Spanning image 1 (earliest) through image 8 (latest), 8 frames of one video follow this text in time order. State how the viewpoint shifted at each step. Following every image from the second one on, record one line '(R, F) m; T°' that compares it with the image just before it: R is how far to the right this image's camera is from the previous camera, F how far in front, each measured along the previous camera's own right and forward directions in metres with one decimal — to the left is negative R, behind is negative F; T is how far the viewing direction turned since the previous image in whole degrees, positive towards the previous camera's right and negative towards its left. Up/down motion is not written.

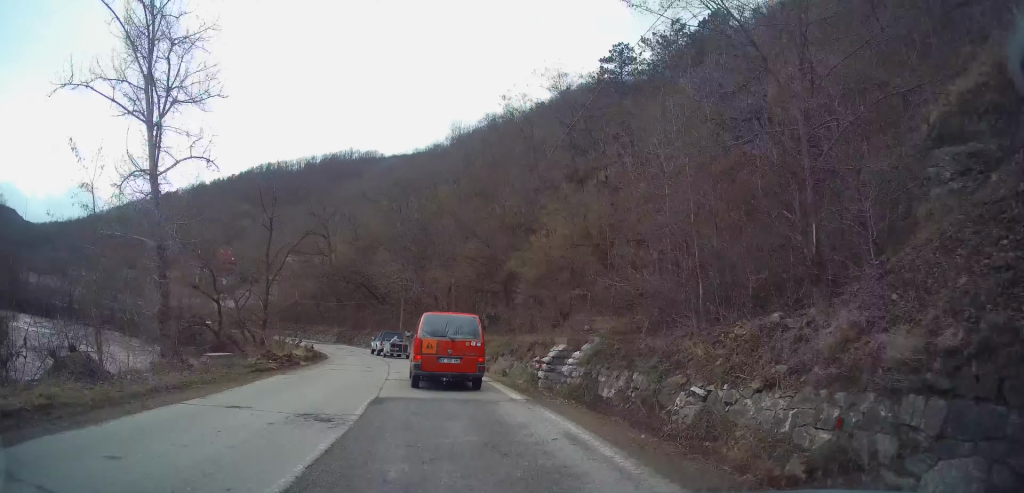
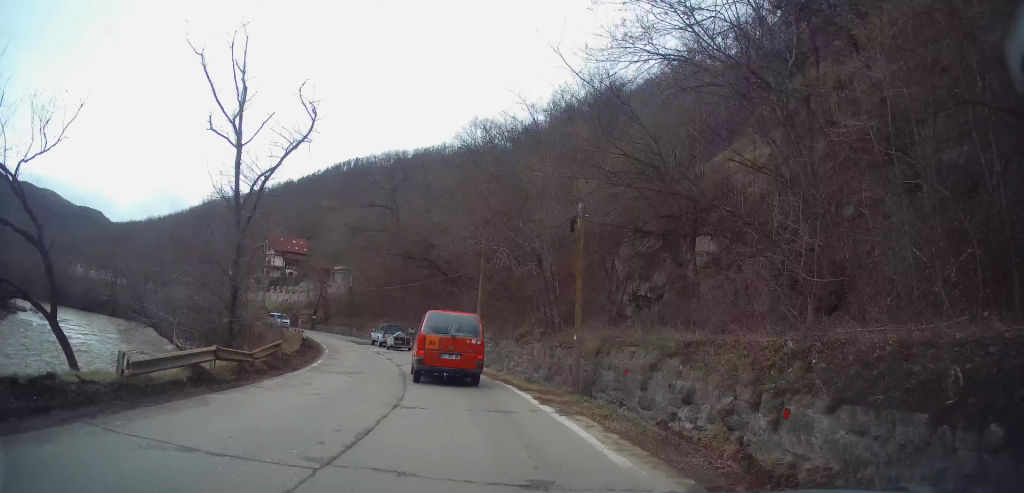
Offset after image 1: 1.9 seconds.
(-1.4, +20.1) m; -9°
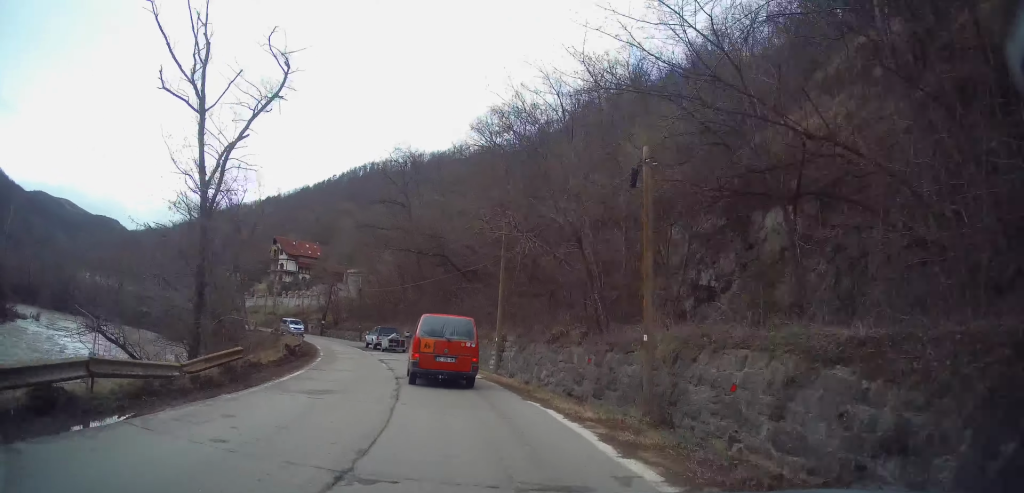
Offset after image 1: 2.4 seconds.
(-0.1, +4.9) m; -3°
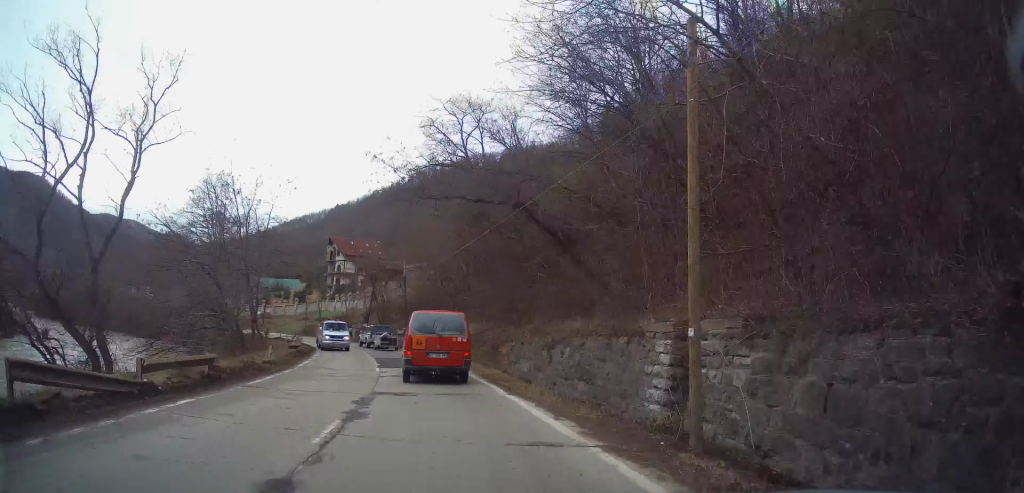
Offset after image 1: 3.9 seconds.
(-1.3, +16.3) m; -7°
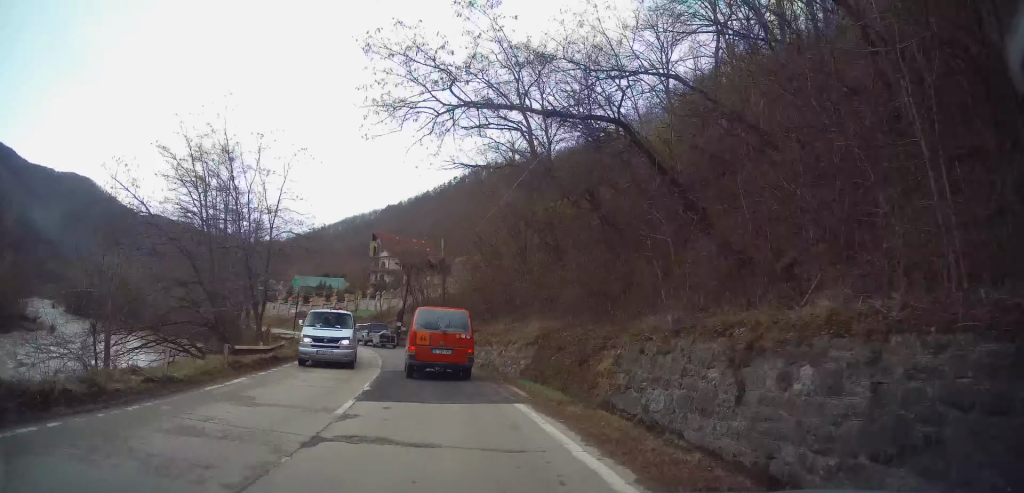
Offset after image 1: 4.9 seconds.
(-0.4, +10.5) m; -7°
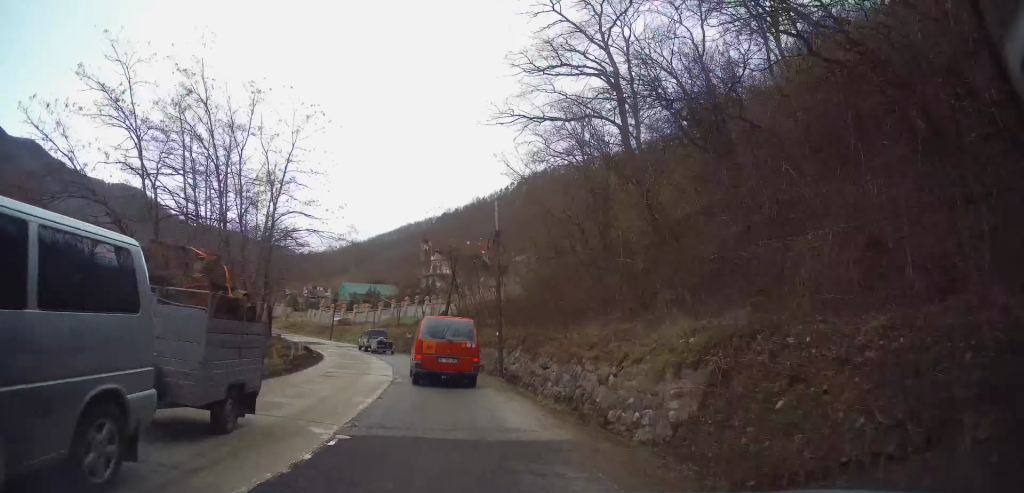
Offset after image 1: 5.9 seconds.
(-1.0, +11.0) m; -8°
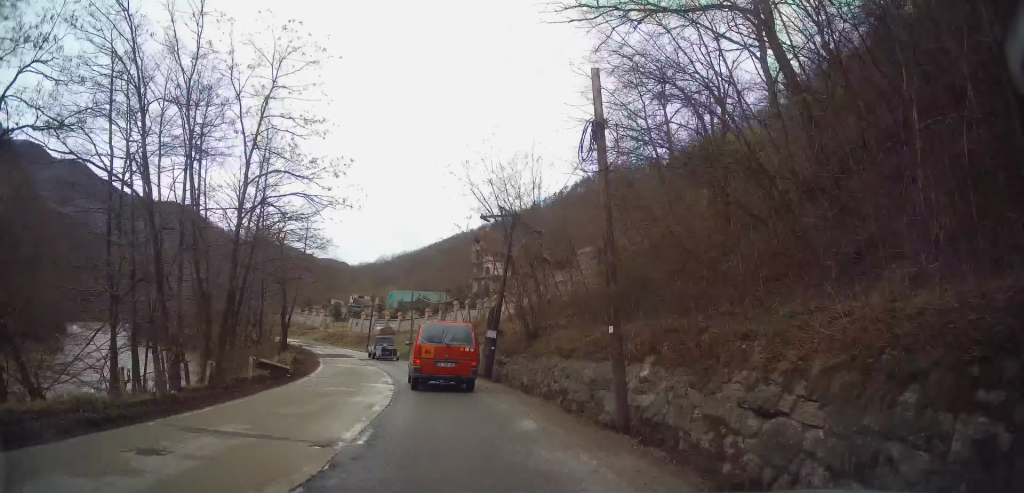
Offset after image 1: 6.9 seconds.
(-0.5, +11.7) m; -6°
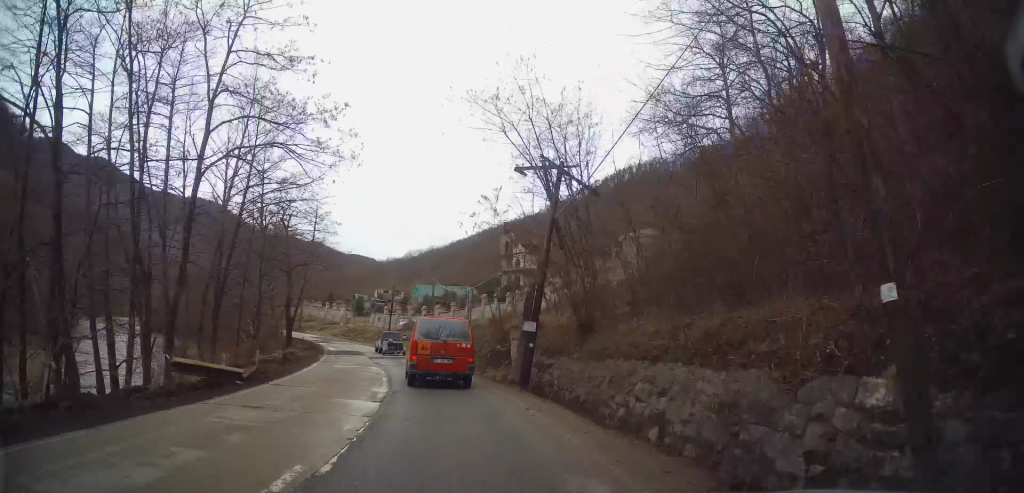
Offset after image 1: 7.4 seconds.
(-0.2, +6.2) m; -3°
